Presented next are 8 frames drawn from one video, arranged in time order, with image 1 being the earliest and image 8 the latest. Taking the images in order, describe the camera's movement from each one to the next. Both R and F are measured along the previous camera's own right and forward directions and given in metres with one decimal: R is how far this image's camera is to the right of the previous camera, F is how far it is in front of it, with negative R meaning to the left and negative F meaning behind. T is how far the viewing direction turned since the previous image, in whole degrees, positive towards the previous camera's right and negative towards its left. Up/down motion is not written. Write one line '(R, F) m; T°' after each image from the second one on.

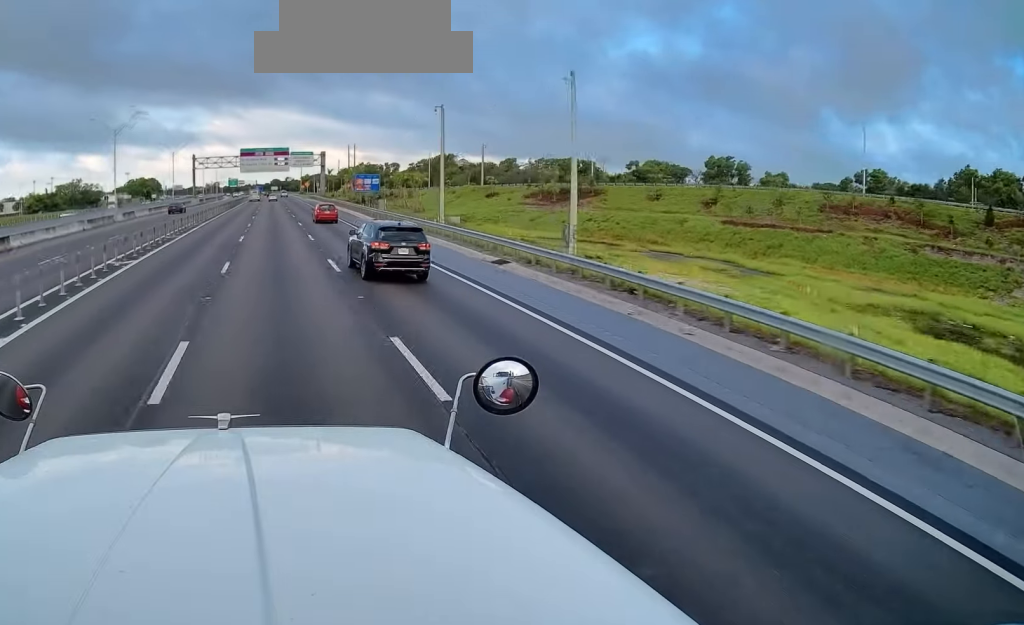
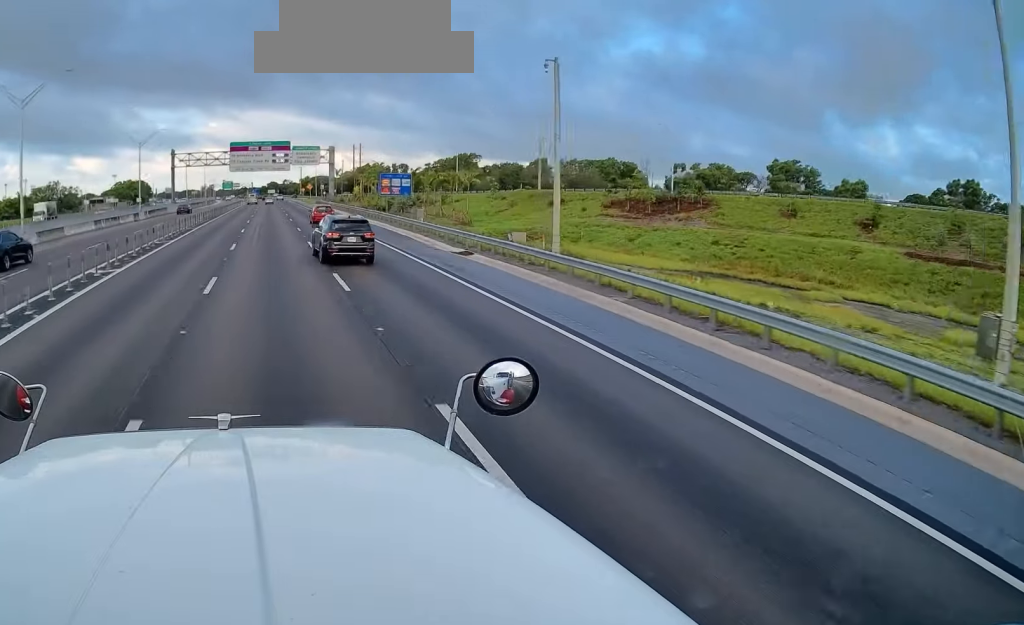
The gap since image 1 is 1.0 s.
(0.0, +29.3) m; -1°
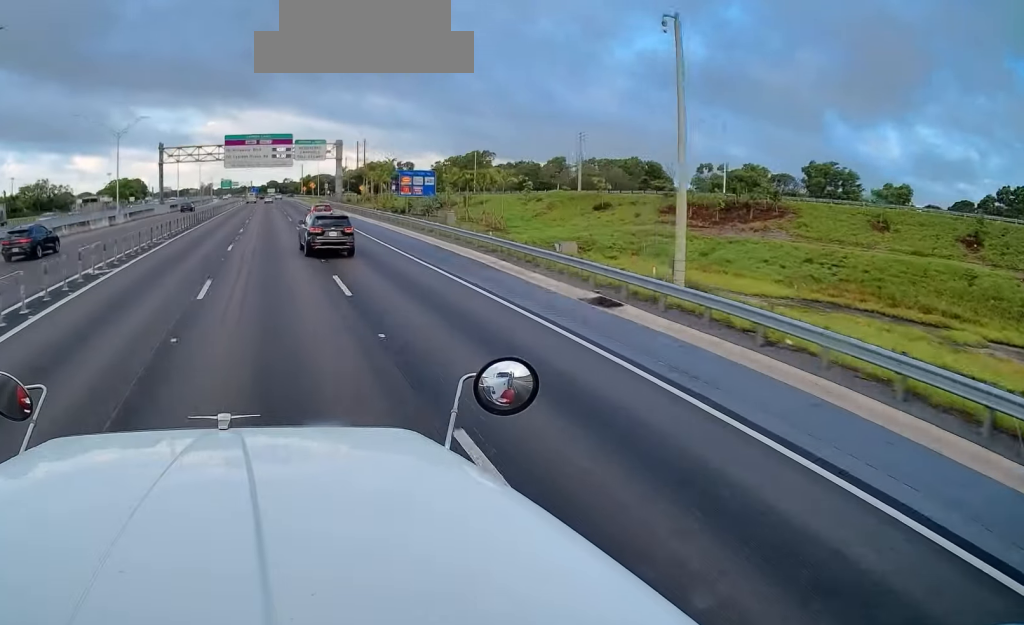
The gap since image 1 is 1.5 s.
(-0.2, +12.2) m; 0°
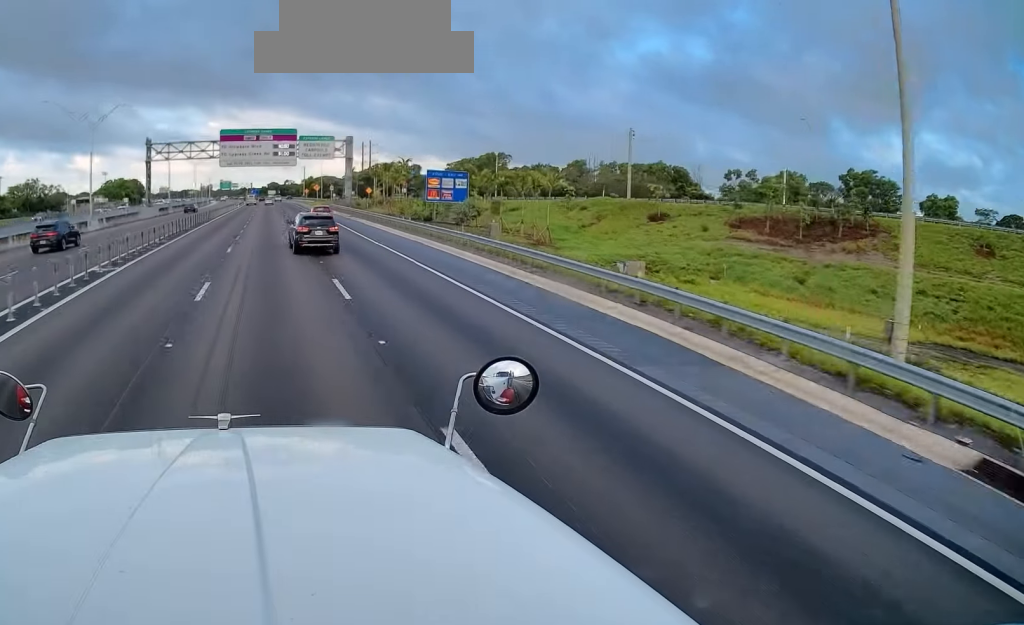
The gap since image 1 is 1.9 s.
(-0.2, +12.2) m; 0°
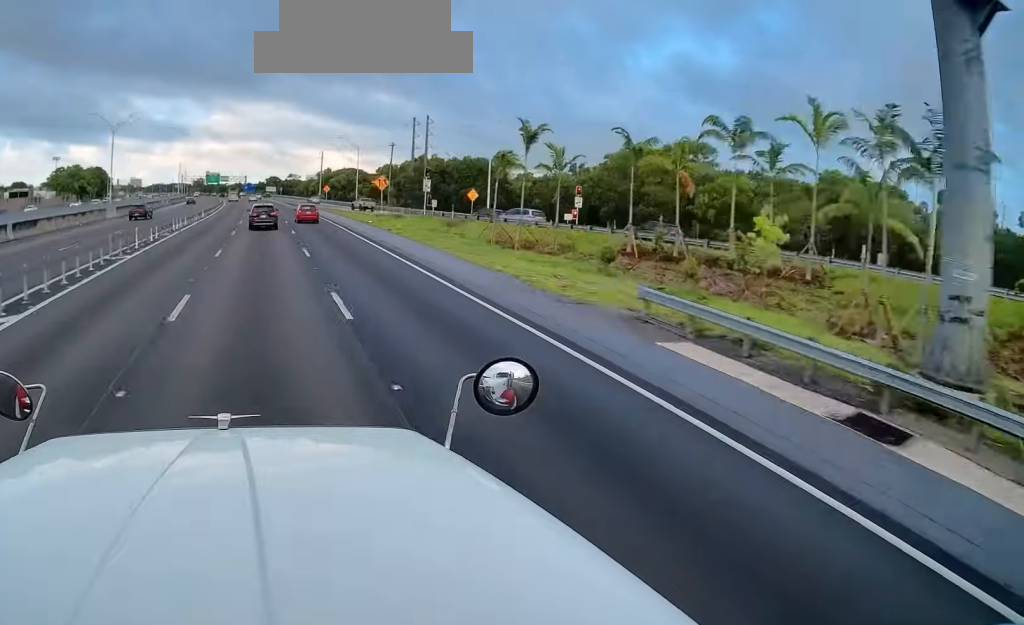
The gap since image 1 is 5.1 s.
(+0.3, +88.4) m; 0°
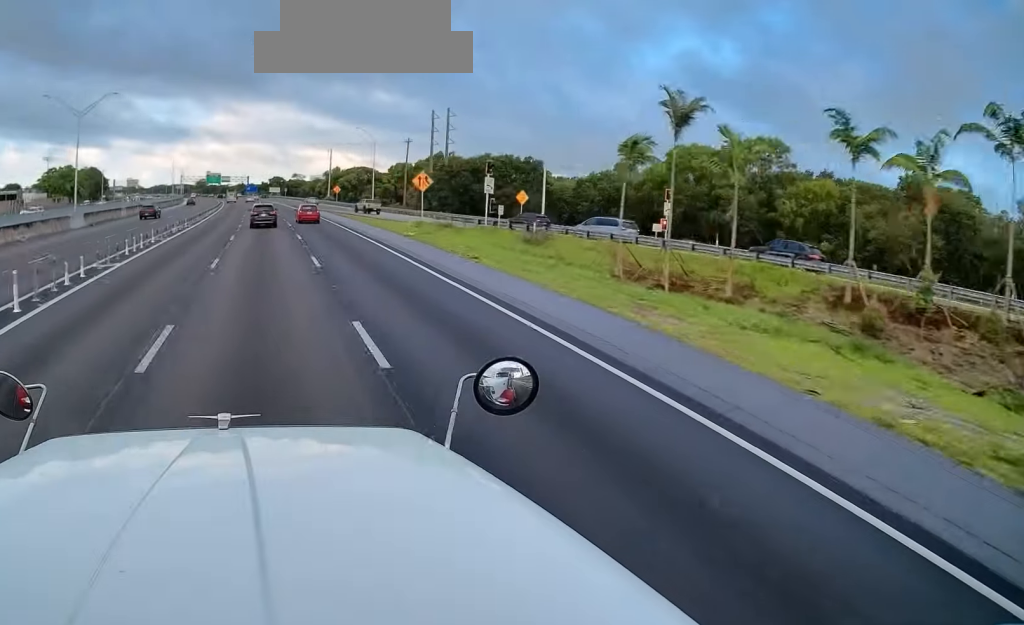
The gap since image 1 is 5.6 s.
(+0.2, +14.7) m; 0°
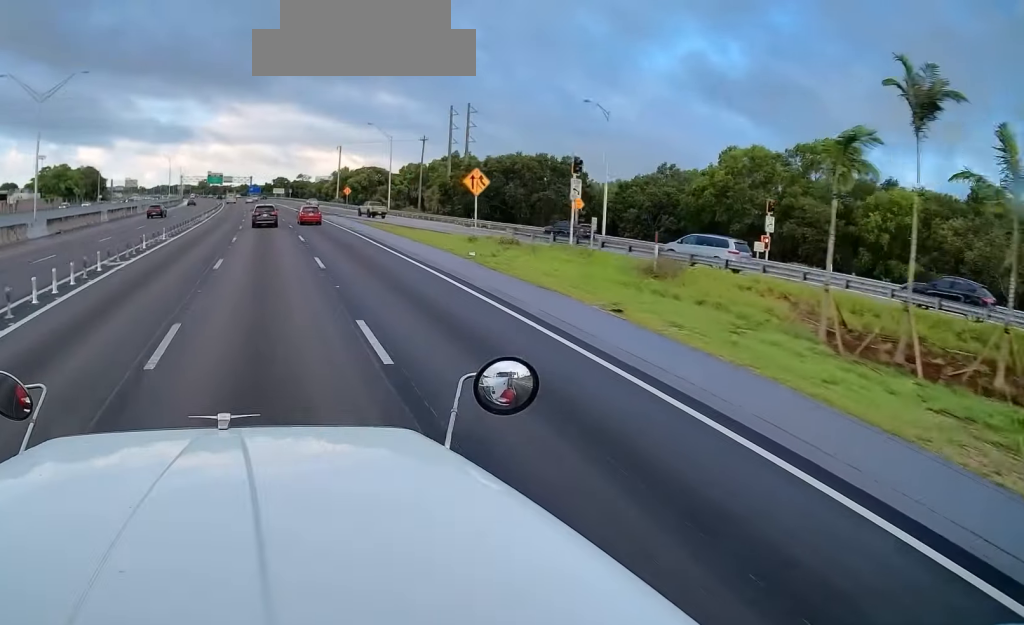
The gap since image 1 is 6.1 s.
(+0.2, +12.9) m; 0°
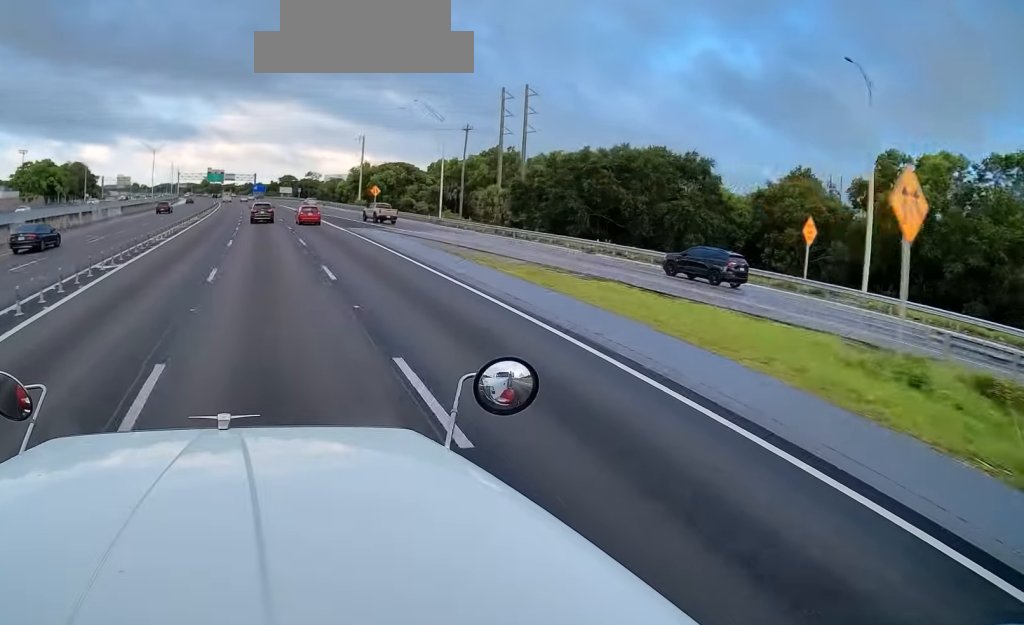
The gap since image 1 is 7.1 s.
(-0.6, +27.0) m; -1°
